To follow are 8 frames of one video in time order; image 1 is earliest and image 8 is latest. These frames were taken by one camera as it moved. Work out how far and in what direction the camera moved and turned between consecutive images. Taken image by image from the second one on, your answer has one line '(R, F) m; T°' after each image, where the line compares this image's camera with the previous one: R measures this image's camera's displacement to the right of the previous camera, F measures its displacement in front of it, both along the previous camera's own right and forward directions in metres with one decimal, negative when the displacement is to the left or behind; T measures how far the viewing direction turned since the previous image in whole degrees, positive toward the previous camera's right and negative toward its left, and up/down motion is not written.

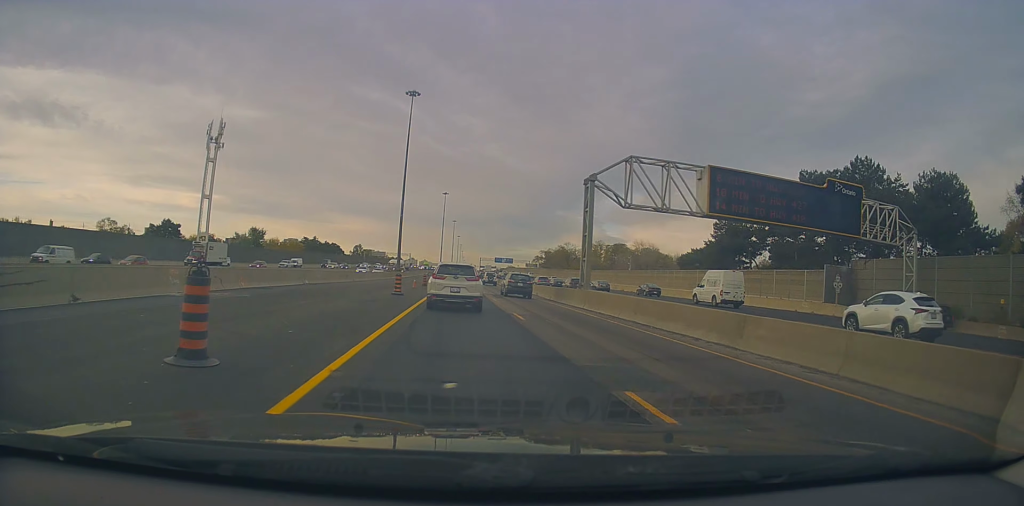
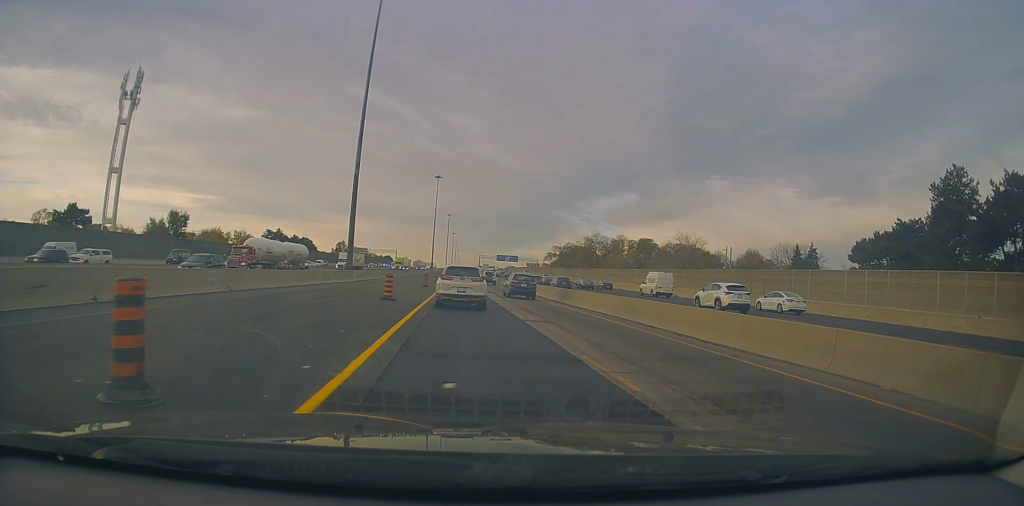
(+0.4, +46.1) m; 0°
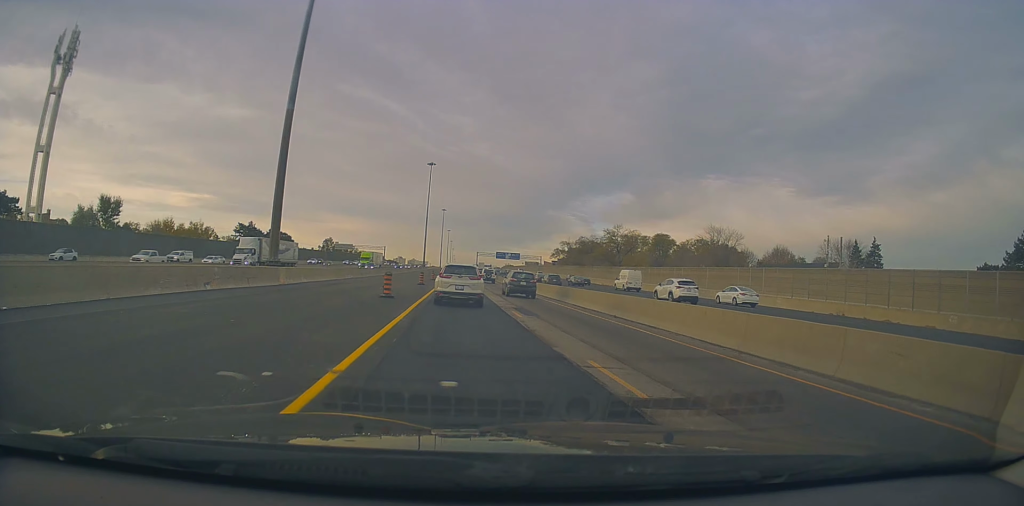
(-0.4, +24.5) m; 0°
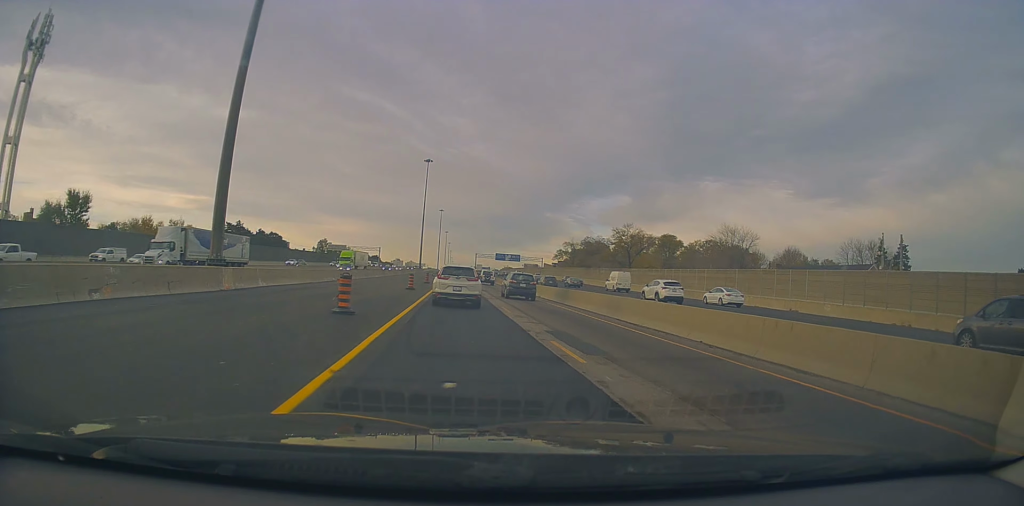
(+0.1, +8.6) m; 0°
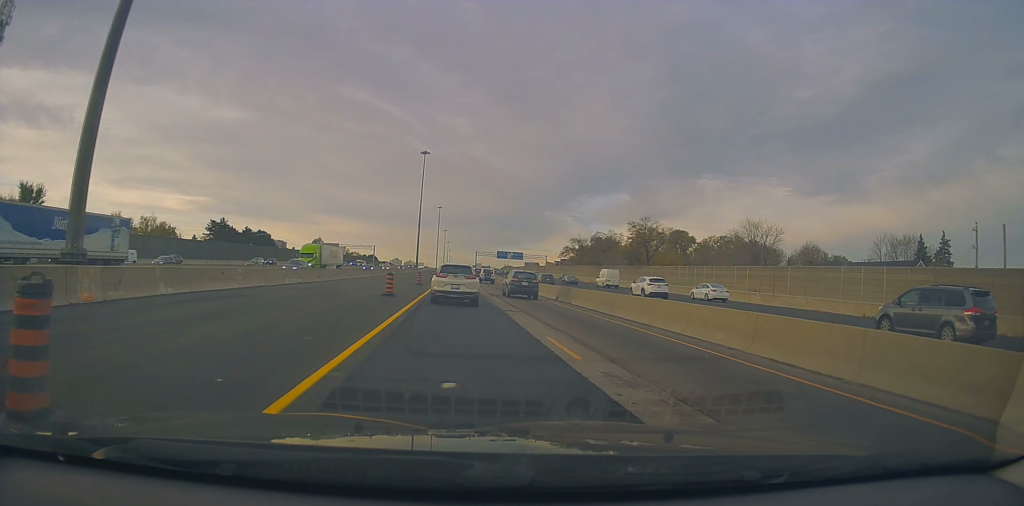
(+0.4, +11.6) m; 0°
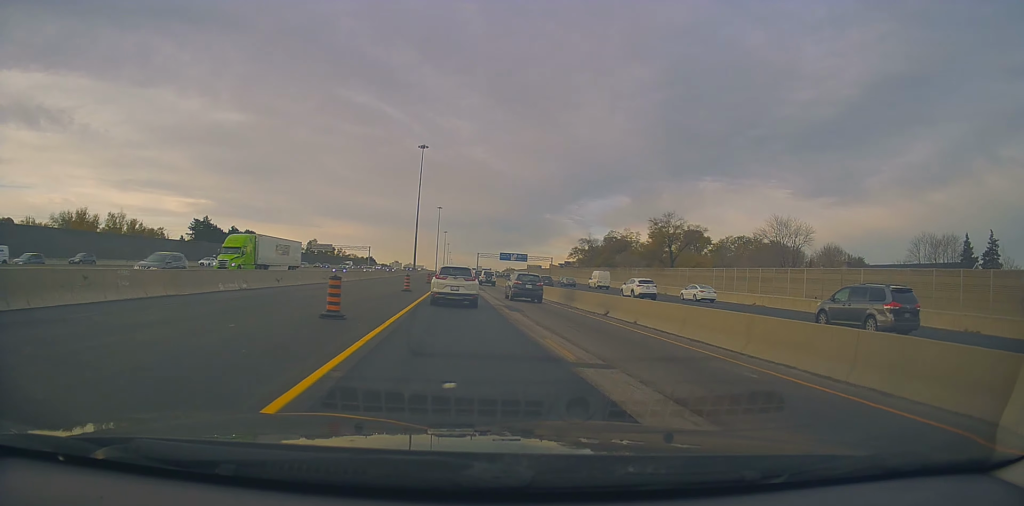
(-0.2, +11.9) m; 0°
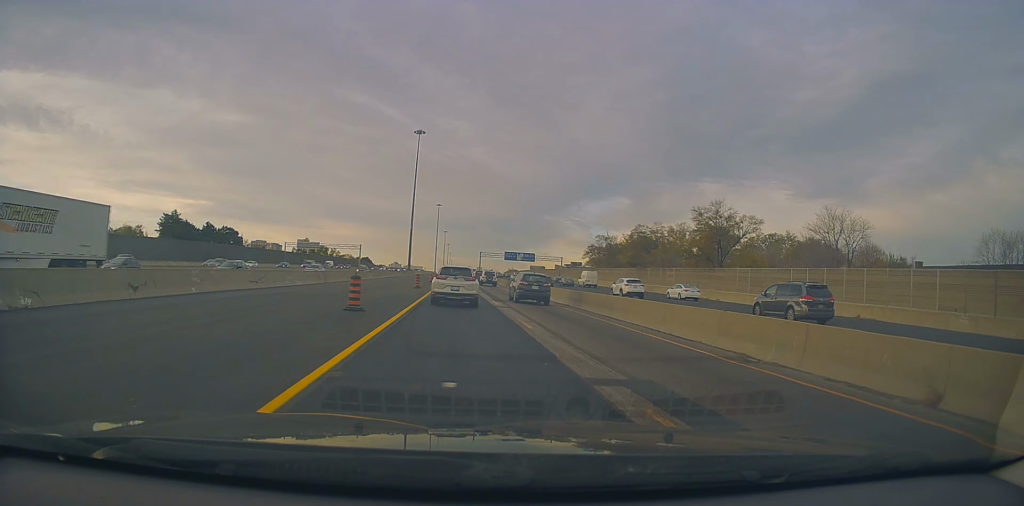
(-0.2, +18.2) m; 0°
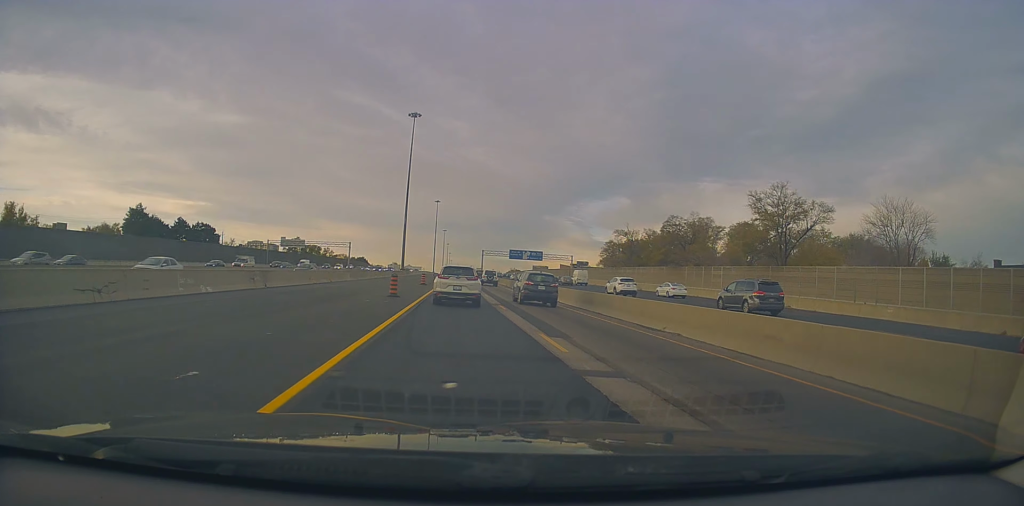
(+0.3, +16.1) m; 0°
